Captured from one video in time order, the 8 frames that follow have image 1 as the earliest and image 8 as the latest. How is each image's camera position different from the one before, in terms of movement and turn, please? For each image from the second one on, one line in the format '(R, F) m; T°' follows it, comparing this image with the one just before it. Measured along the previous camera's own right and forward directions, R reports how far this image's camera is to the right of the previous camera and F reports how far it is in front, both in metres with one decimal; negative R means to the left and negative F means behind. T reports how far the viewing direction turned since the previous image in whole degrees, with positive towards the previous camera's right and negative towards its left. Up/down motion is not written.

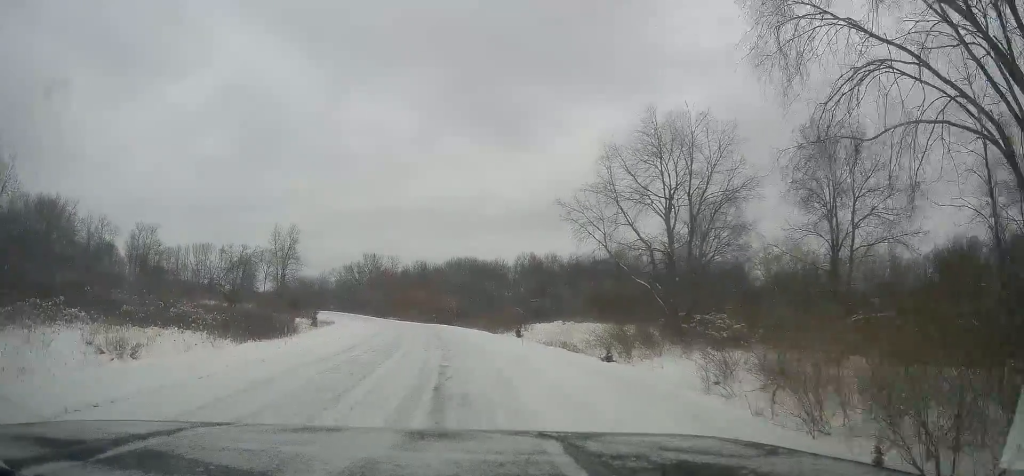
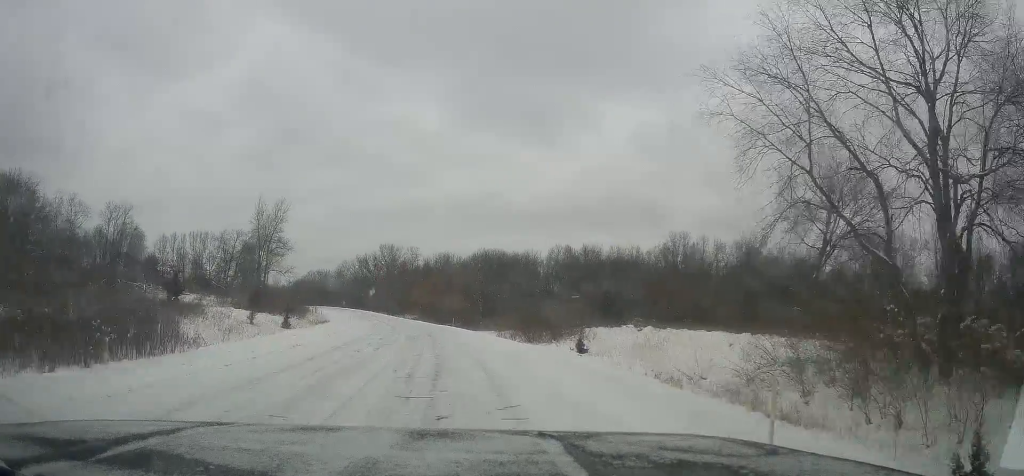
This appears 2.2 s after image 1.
(-0.1, +19.1) m; -2°
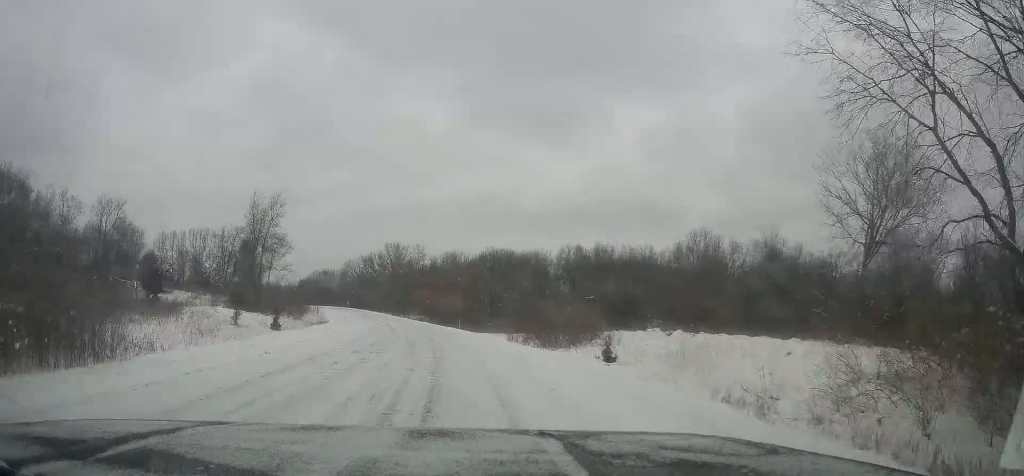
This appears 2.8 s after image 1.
(0.0, +4.6) m; 0°
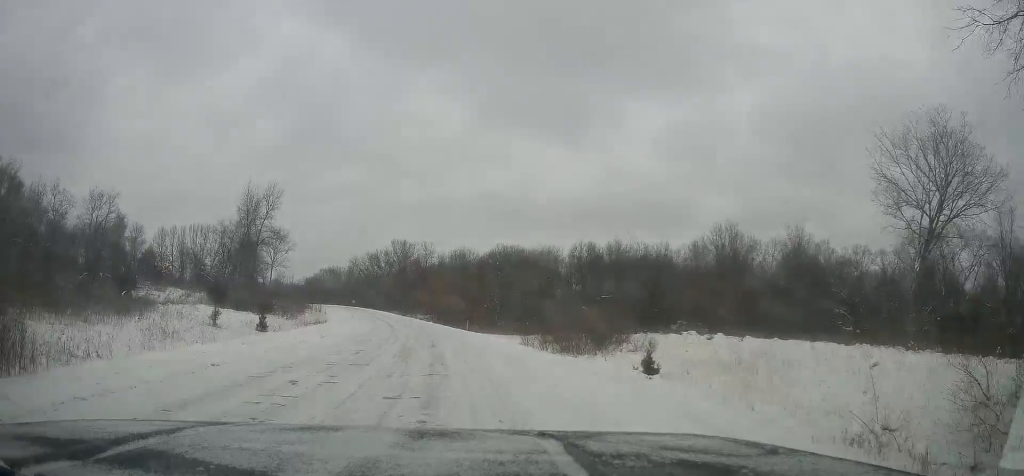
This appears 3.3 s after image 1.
(0.0, +4.9) m; 0°
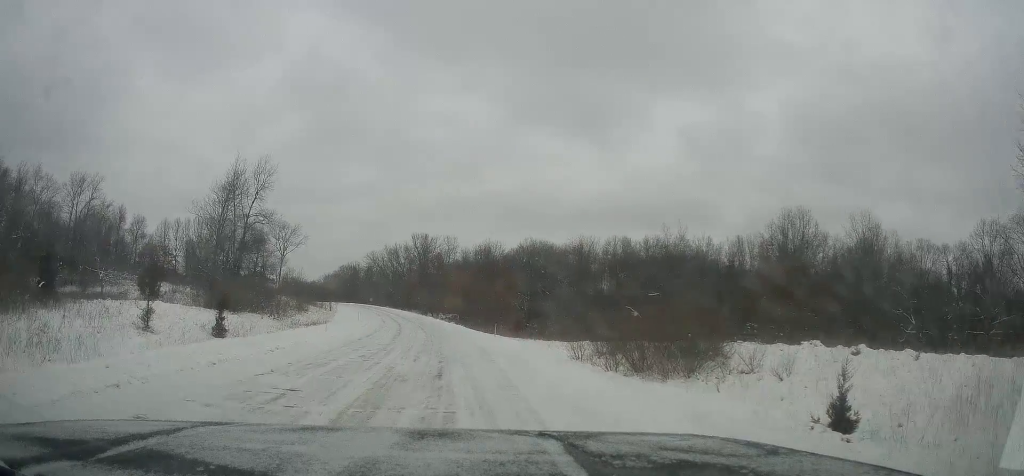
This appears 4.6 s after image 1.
(0.0, +10.7) m; -3°
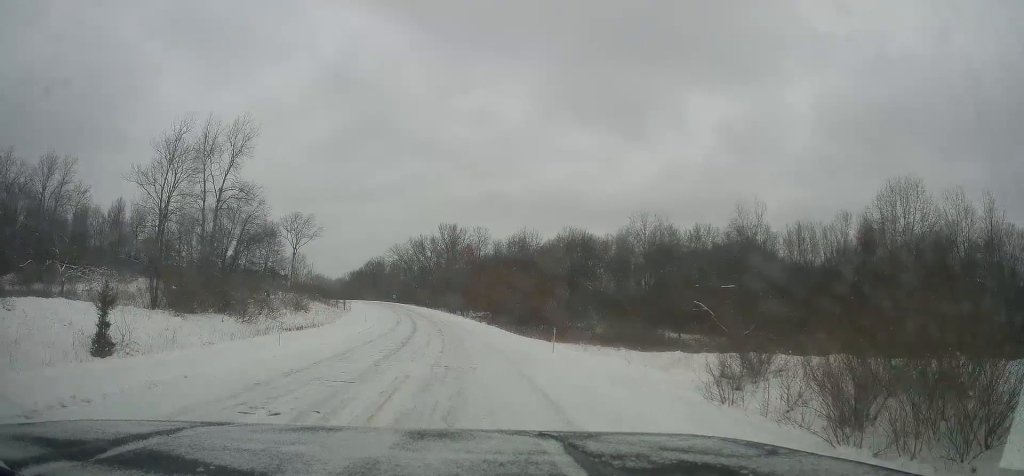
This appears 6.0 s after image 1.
(-0.8, +12.9) m; -3°
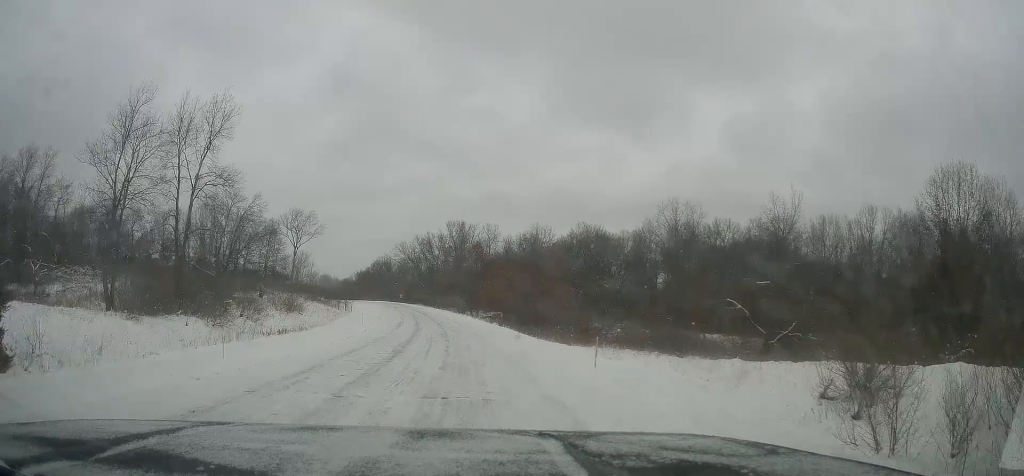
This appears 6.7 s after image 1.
(+0.3, +5.7) m; 0°
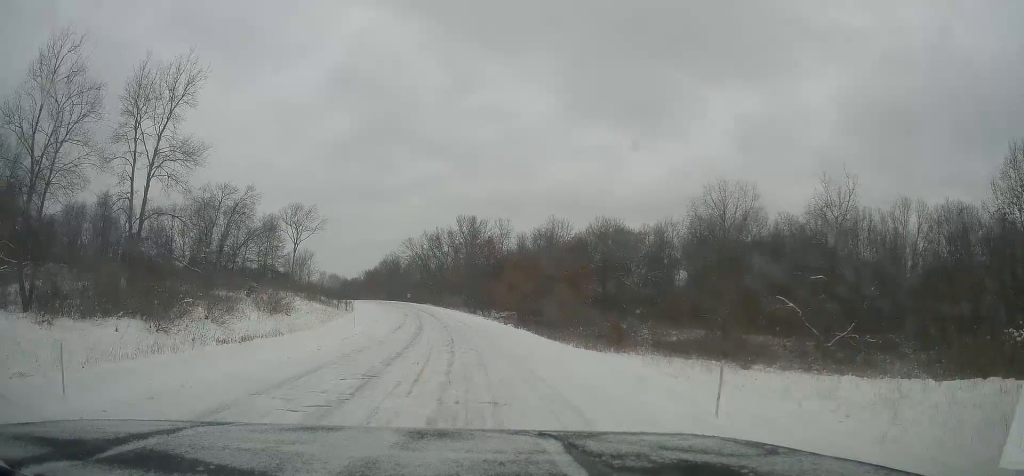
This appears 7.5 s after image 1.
(-0.1, +7.1) m; -2°
